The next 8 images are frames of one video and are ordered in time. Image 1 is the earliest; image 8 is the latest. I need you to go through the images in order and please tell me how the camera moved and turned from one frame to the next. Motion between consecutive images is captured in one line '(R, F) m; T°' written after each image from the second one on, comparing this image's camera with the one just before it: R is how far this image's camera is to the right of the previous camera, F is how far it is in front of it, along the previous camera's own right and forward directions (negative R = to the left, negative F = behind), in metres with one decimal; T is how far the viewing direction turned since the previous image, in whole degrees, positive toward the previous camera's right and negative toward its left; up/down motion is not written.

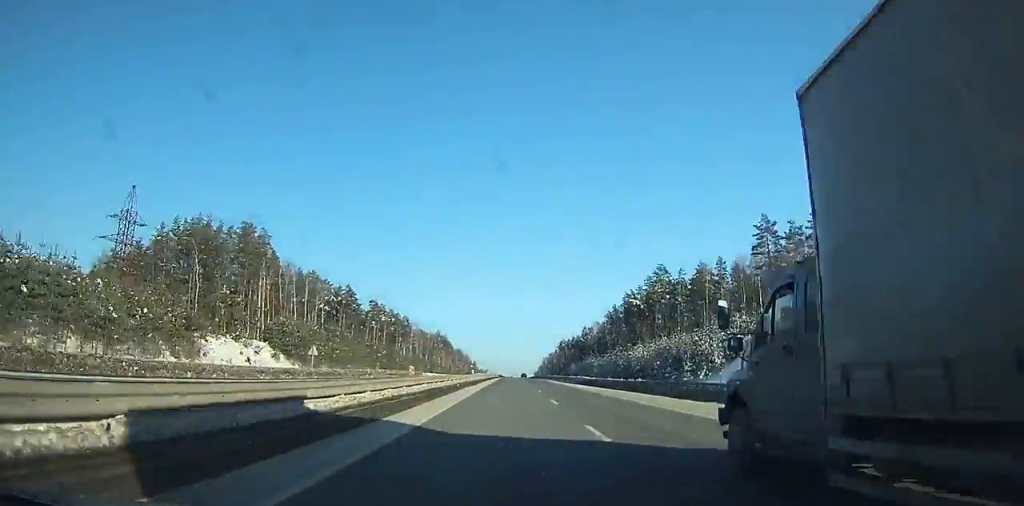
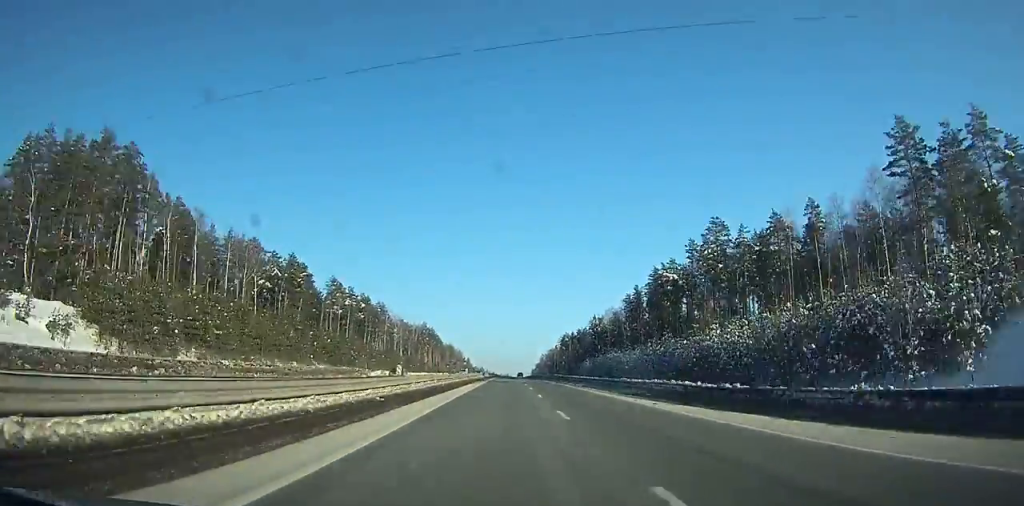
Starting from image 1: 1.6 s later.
(+2.1, +44.2) m; -1°
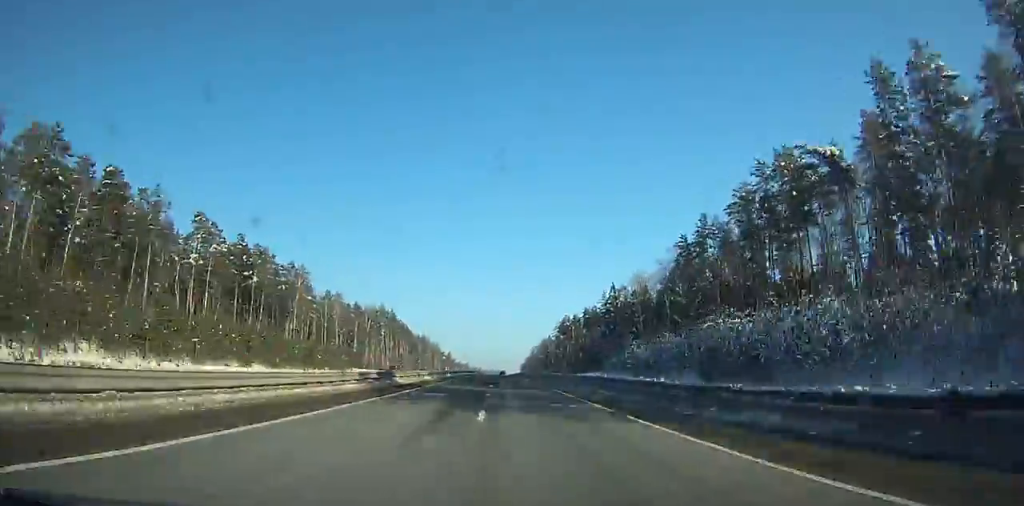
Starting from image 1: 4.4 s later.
(-1.9, +74.7) m; -3°
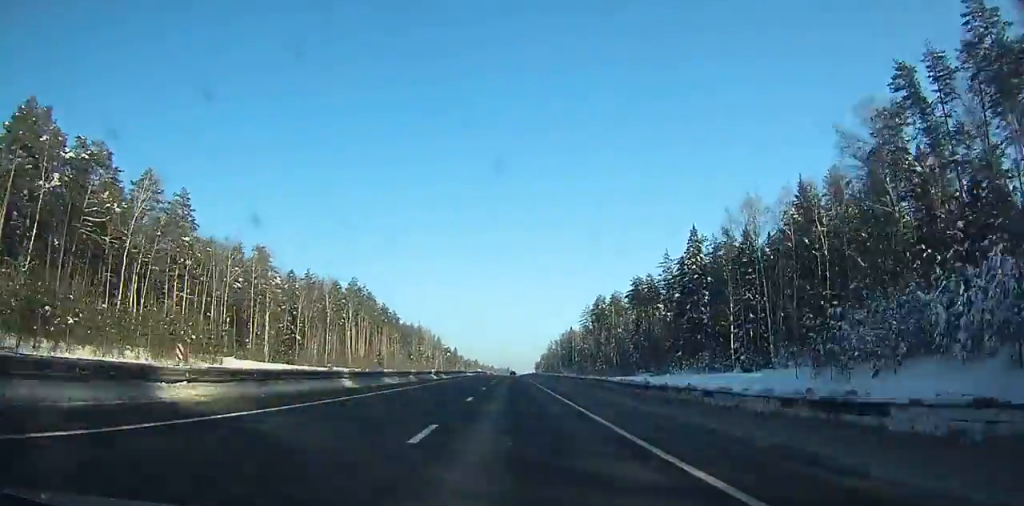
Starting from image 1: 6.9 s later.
(-2.2, +65.3) m; -1°
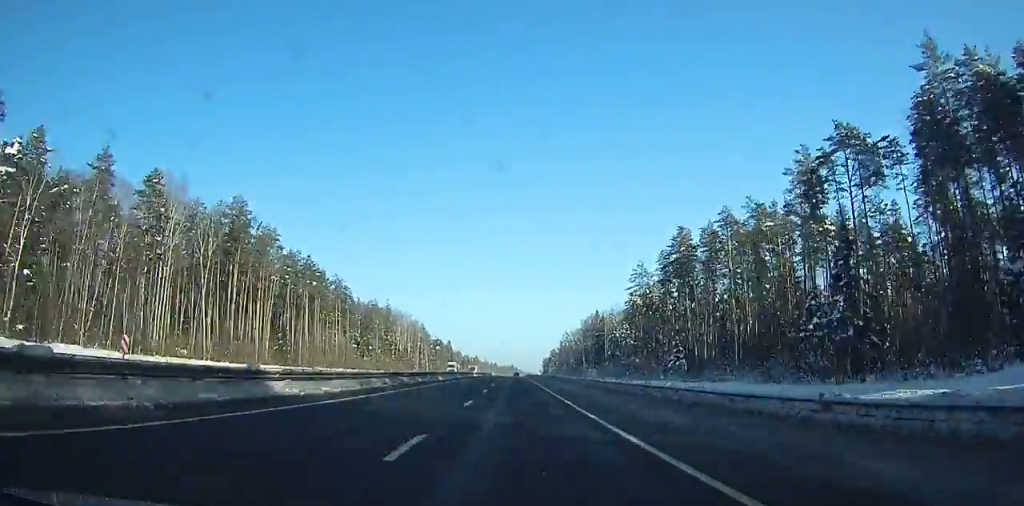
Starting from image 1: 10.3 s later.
(+2.2, +87.7) m; +1°
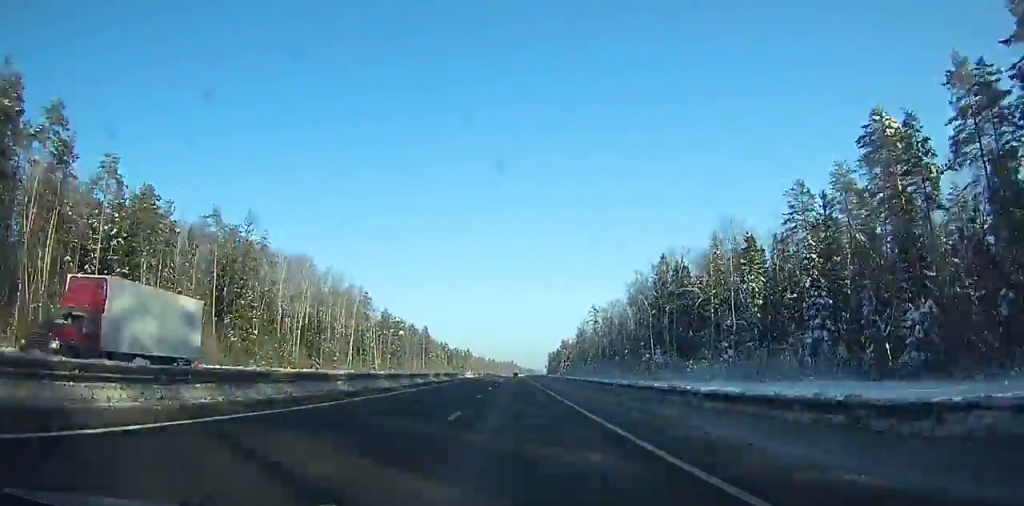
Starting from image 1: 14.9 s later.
(+0.3, +112.7) m; -2°
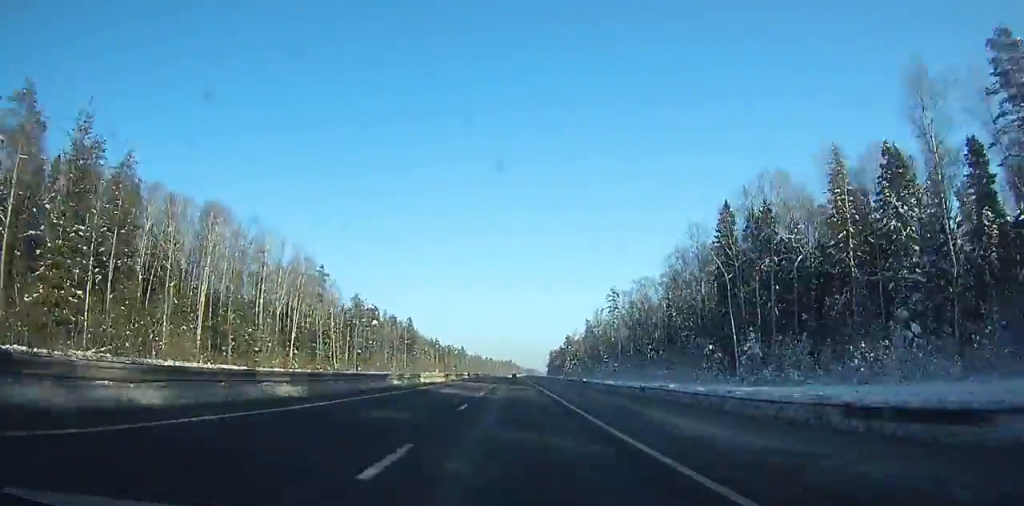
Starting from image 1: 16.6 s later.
(-1.8, +41.1) m; +1°
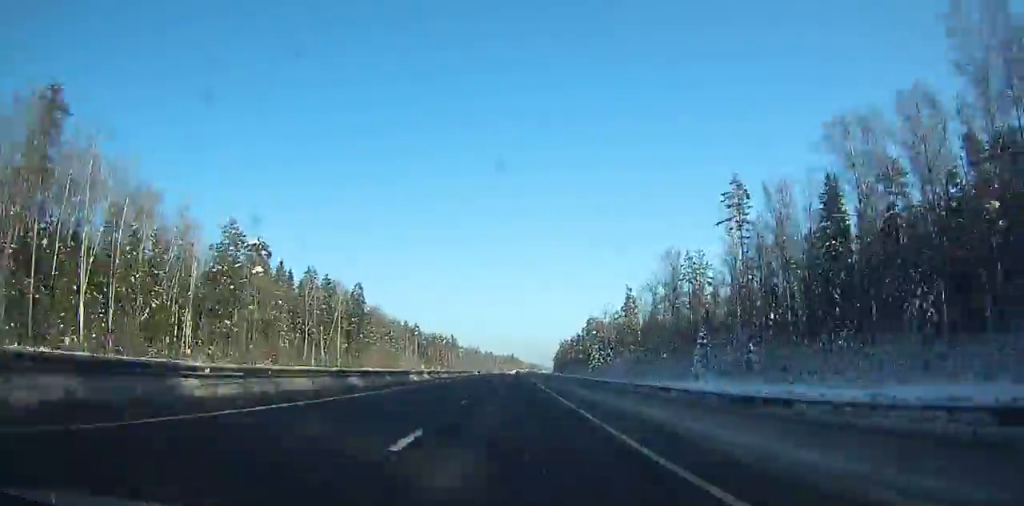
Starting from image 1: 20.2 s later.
(+3.4, +96.6) m; +3°
